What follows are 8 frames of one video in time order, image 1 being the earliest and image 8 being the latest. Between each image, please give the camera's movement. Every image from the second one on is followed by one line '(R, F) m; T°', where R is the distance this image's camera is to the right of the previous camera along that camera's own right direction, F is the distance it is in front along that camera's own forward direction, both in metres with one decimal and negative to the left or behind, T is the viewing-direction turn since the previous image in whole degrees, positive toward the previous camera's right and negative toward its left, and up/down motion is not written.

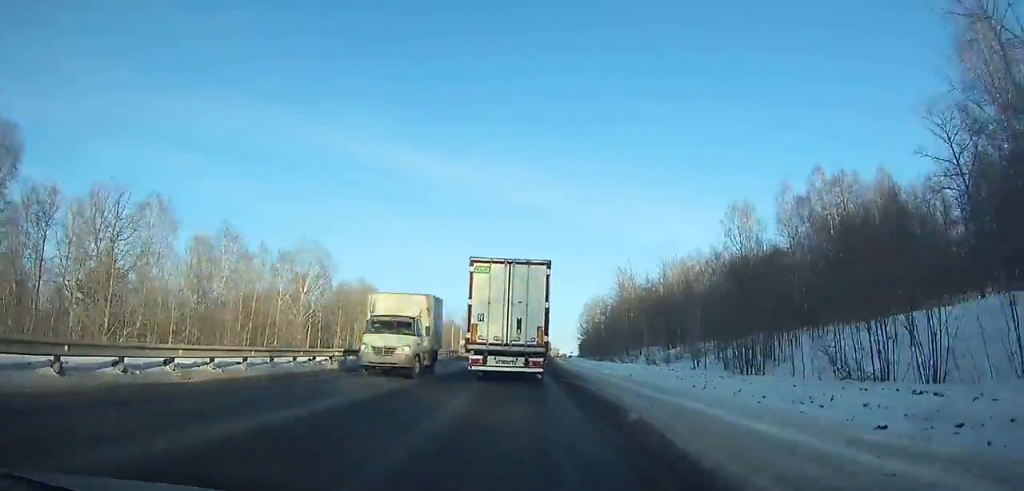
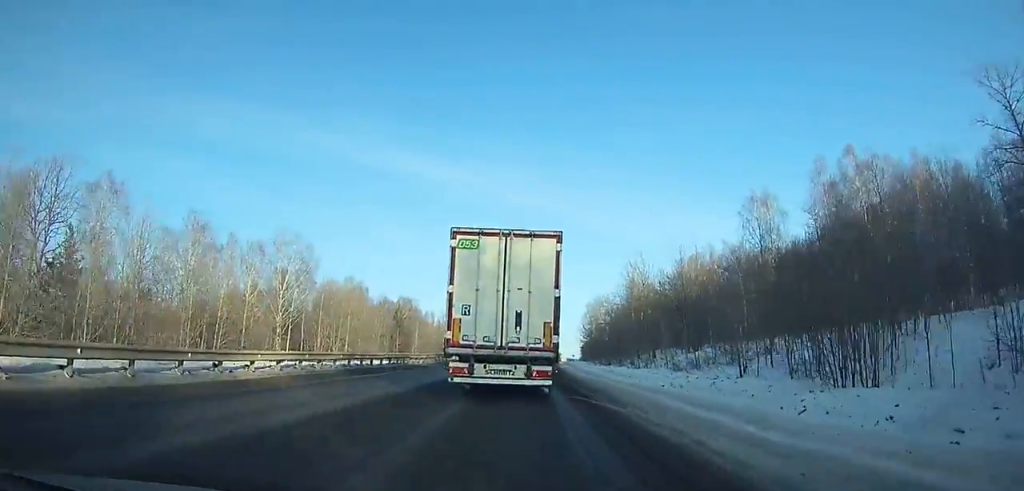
(-0.1, +5.3) m; -2°
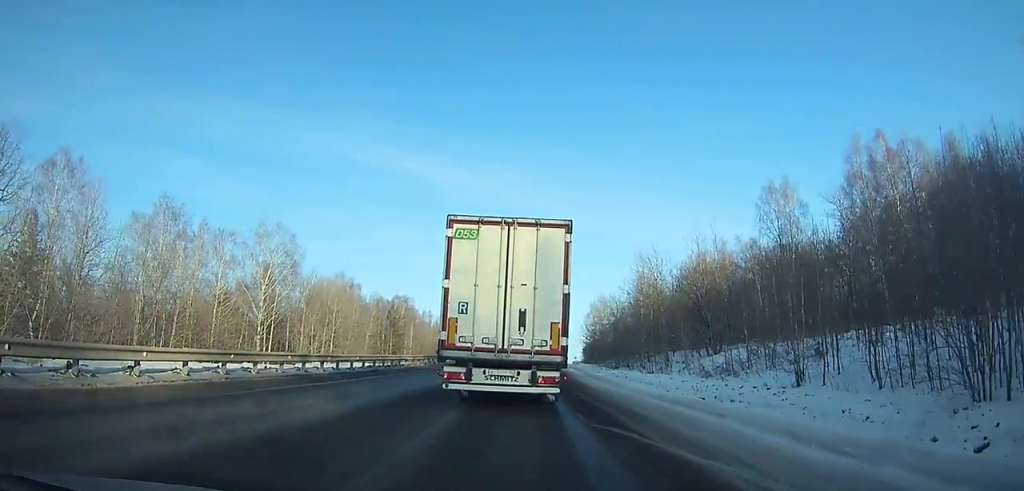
(-0.2, +6.2) m; -2°
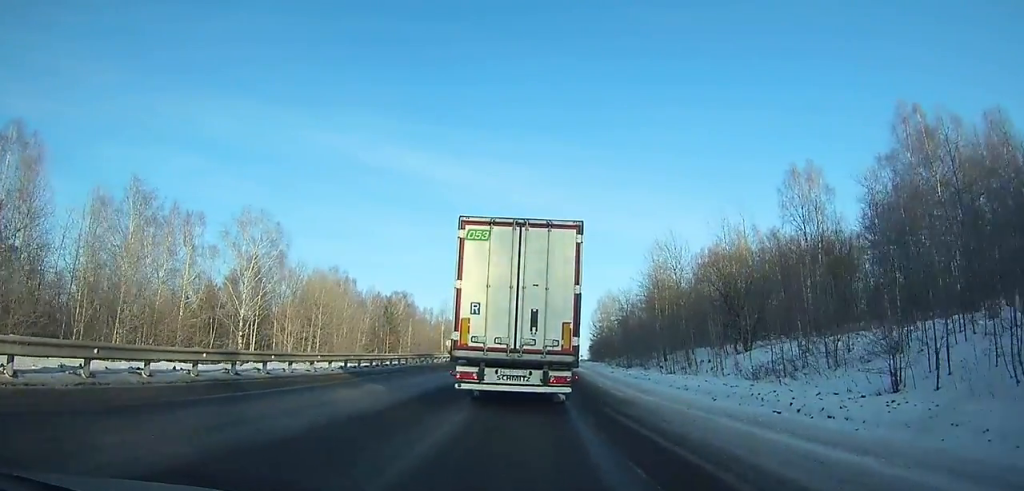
(+0.1, +6.0) m; +2°
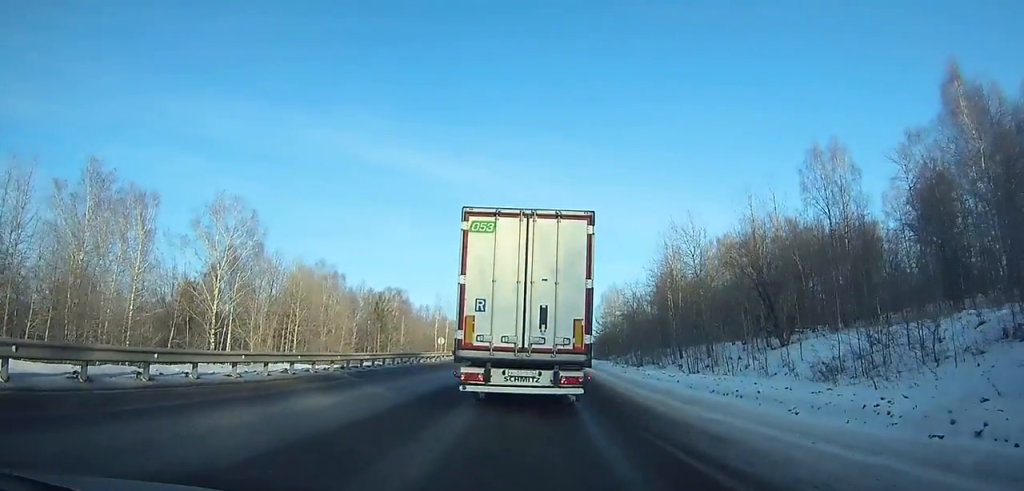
(0.0, +5.2) m; +1°
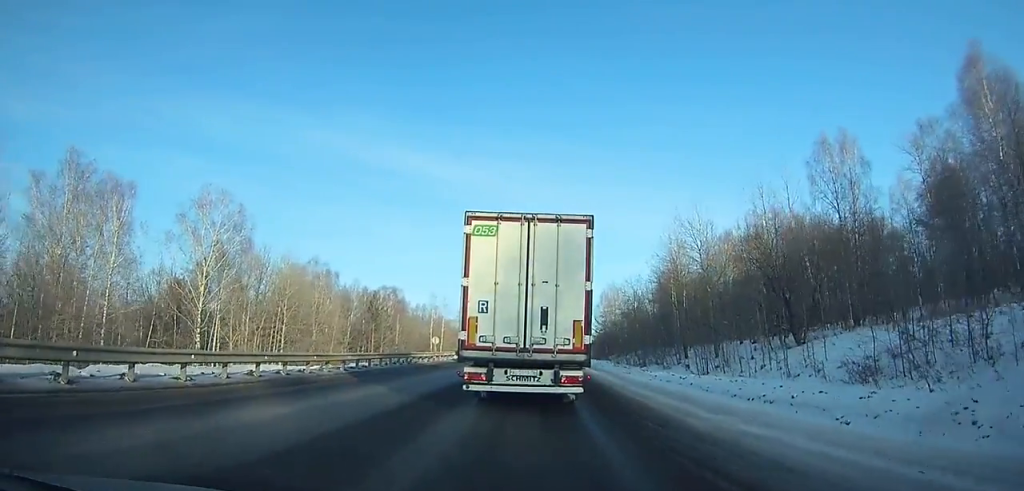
(0.0, +2.5) m; 0°
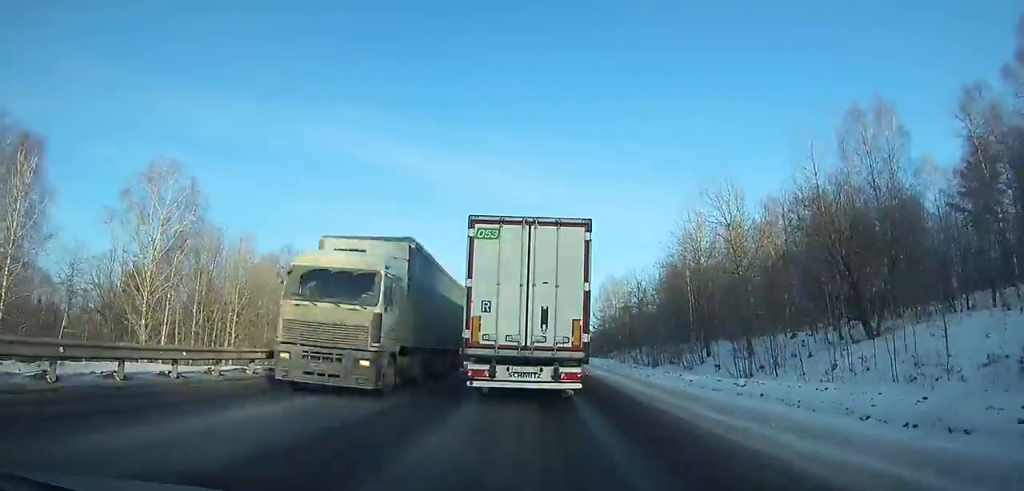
(0.0, +7.7) m; +3°
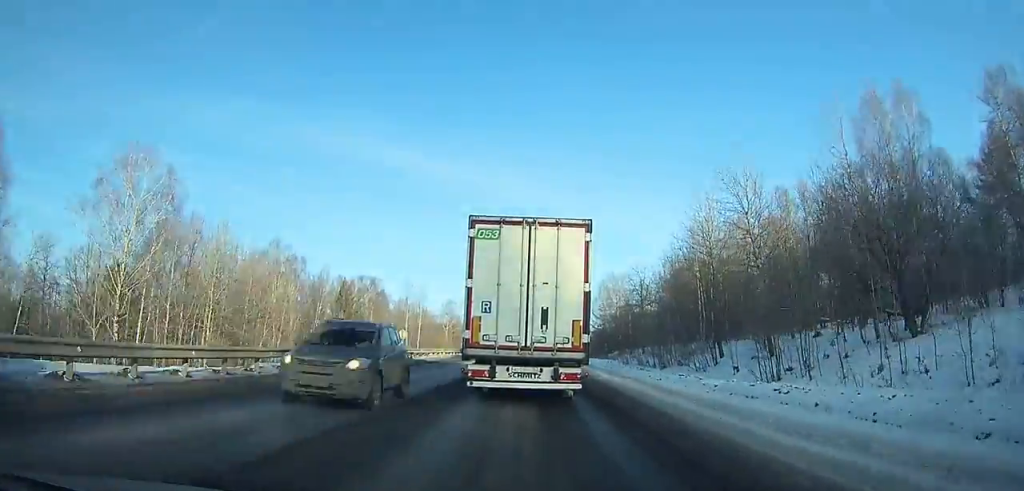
(+0.2, +3.9) m; +1°
